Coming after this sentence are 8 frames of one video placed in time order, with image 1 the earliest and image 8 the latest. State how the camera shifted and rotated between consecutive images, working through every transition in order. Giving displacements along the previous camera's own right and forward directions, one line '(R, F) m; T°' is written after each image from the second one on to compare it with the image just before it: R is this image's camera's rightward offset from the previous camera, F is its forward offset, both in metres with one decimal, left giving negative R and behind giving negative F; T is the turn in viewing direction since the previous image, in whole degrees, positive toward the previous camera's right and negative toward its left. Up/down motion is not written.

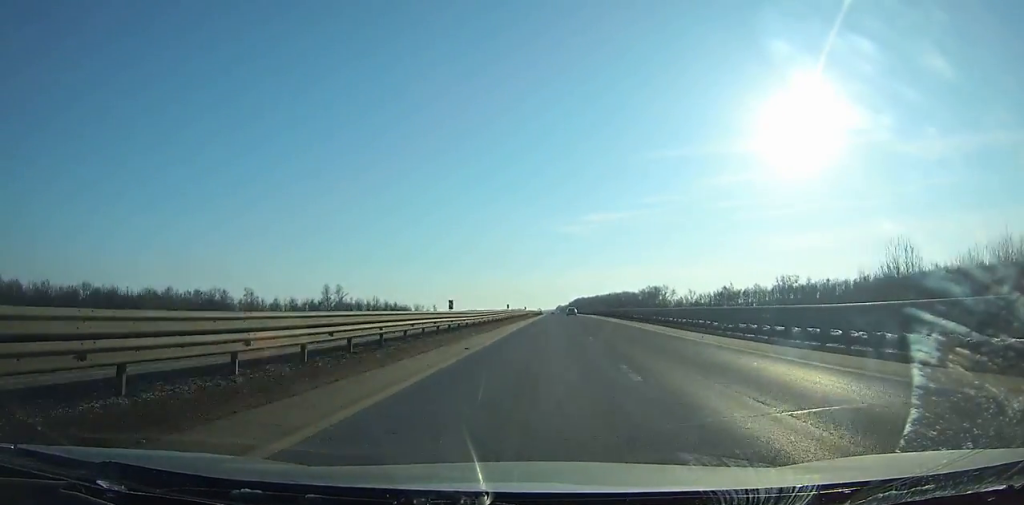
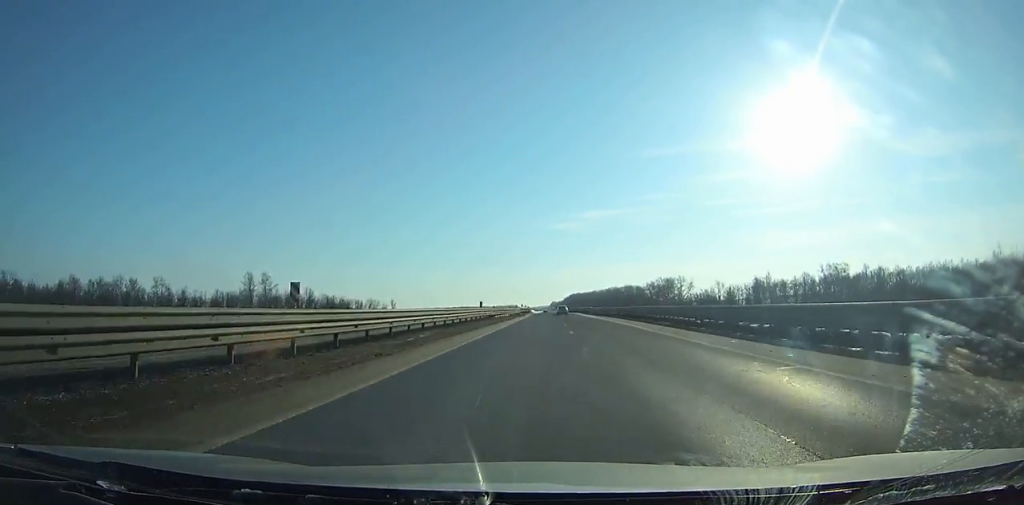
(+0.2, +53.8) m; 0°
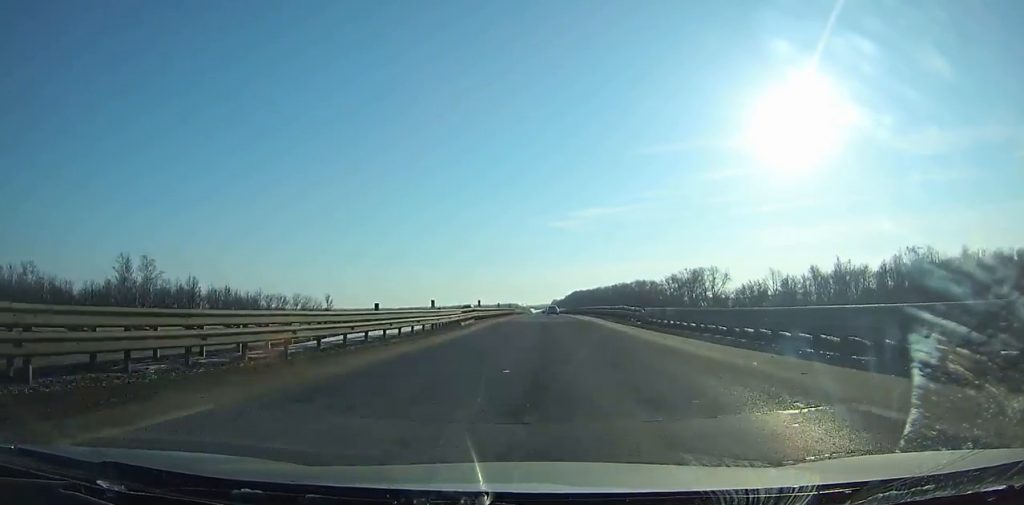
(-0.1, +55.9) m; -1°
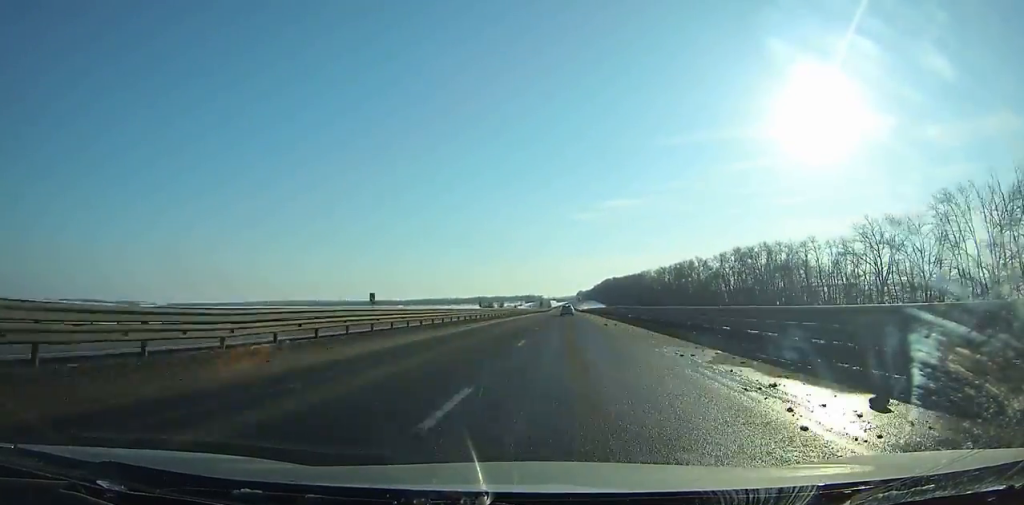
(-2.5, +166.8) m; -1°
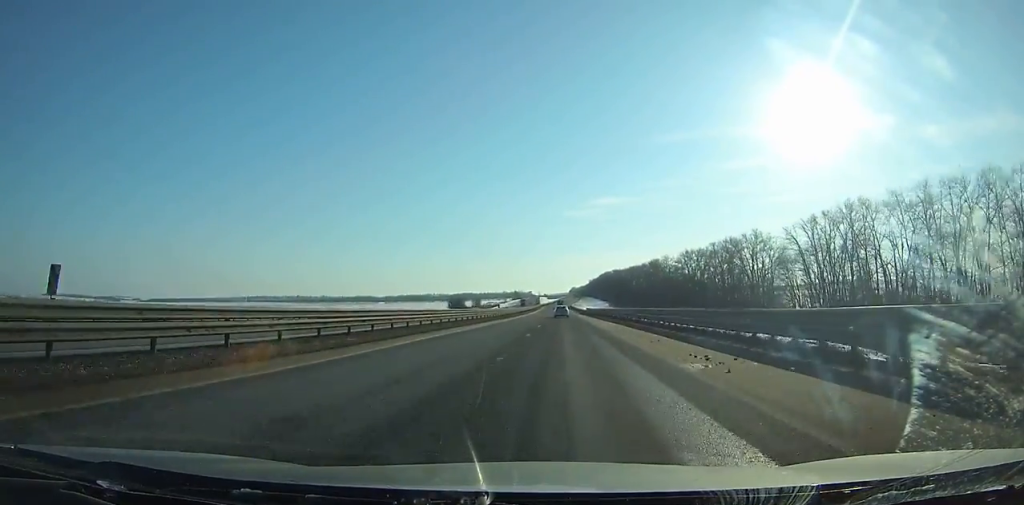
(0.0, +90.6) m; 0°
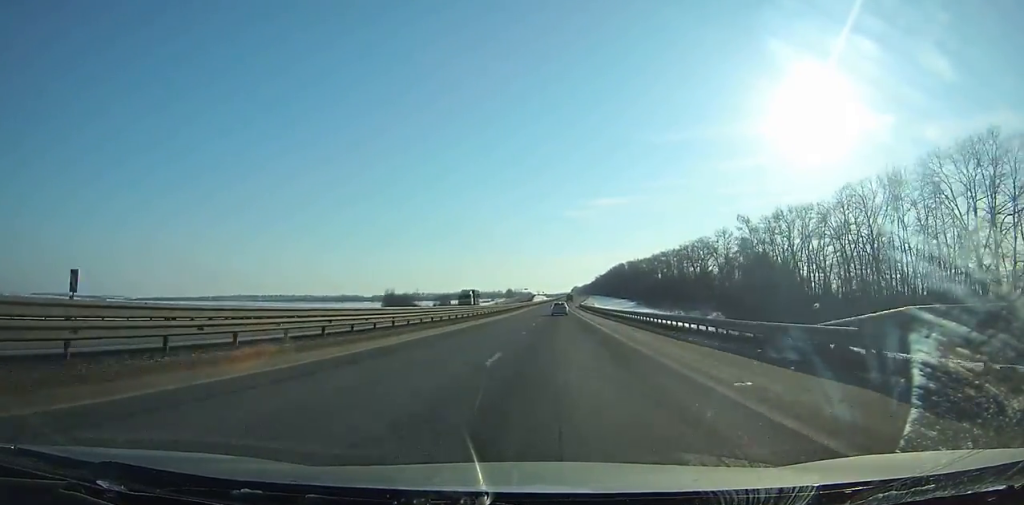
(+0.2, +104.8) m; 0°
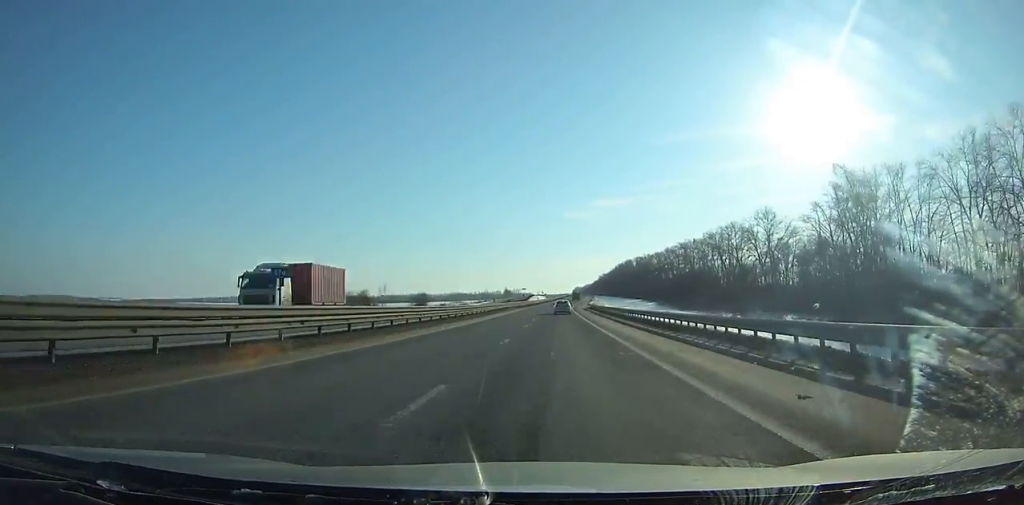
(-0.3, +42.8) m; 0°
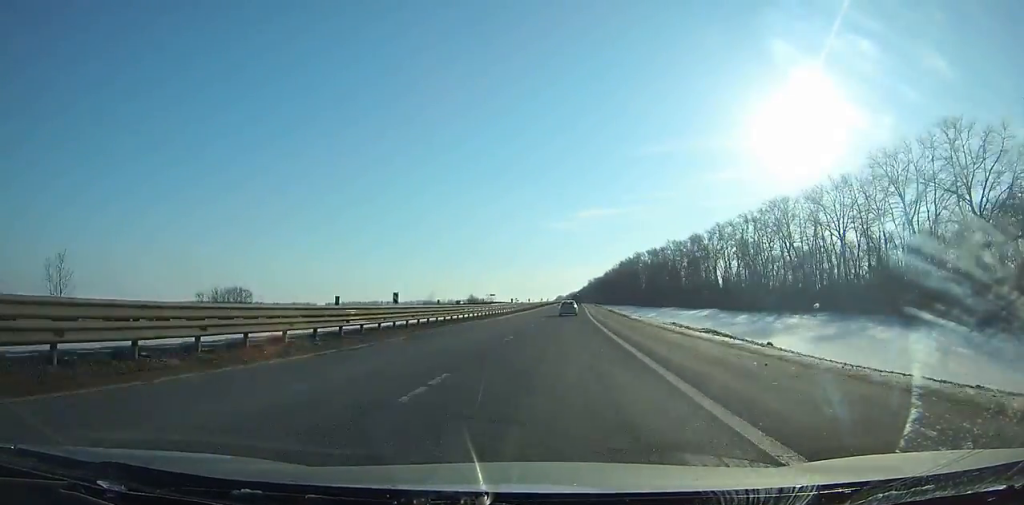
(+2.5, +117.2) m; +3°
